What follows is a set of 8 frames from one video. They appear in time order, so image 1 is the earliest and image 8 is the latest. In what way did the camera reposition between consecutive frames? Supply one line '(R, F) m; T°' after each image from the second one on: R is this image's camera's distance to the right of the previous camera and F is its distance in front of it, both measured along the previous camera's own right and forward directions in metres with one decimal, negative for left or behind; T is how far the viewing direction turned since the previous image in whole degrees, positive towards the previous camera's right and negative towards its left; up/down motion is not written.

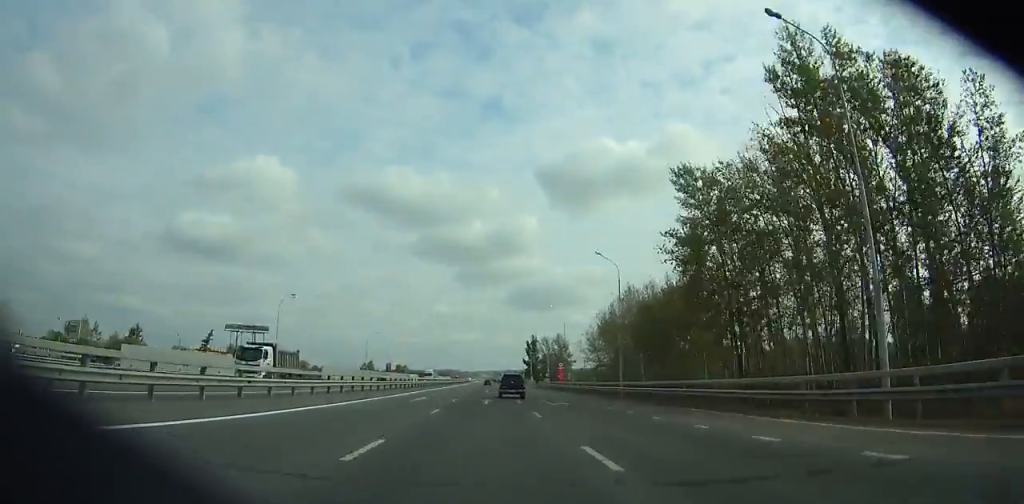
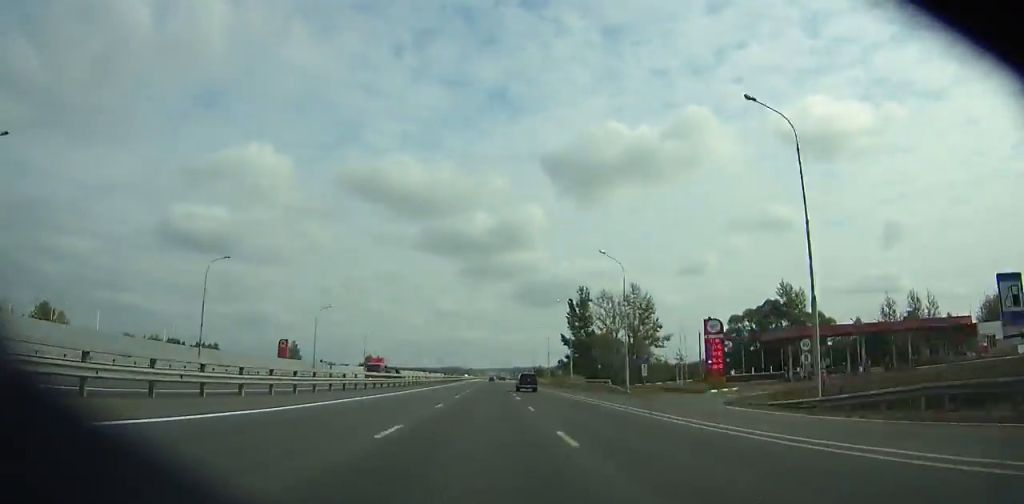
(-0.8, +112.5) m; -1°
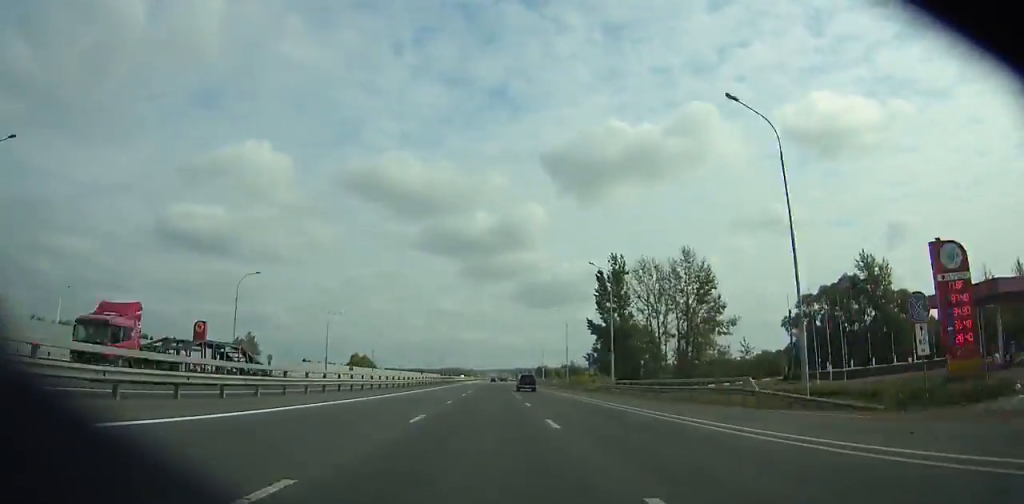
(-0.1, +32.1) m; 0°
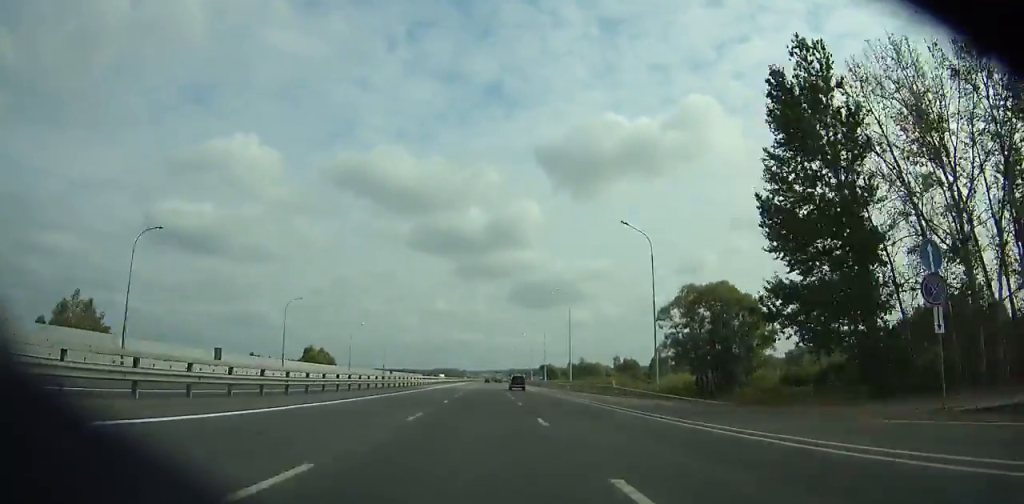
(+0.1, +54.9) m; 0°
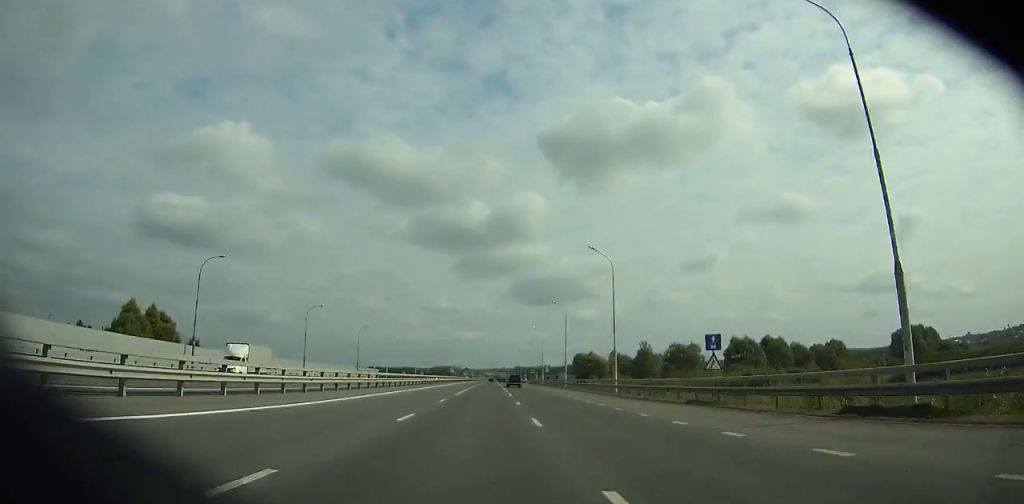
(0.0, +99.7) m; -1°
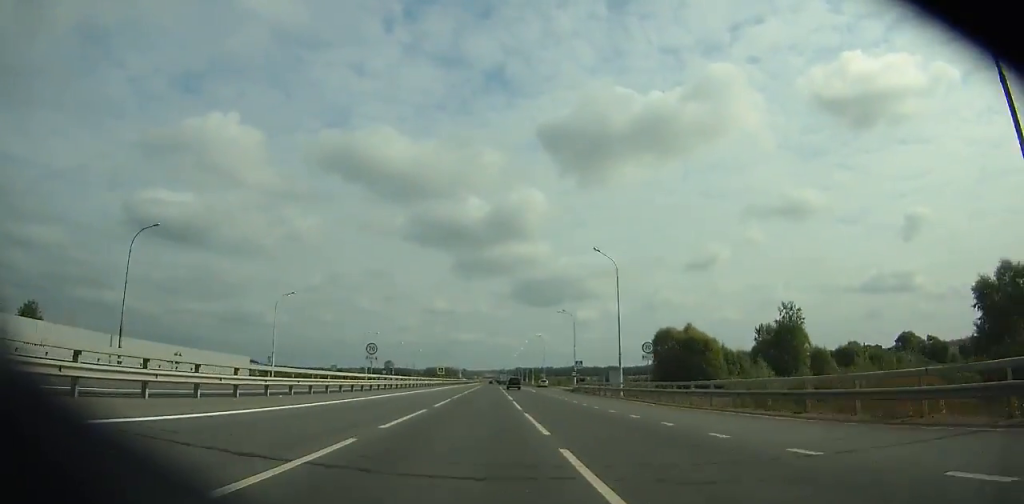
(-0.9, +80.9) m; +2°
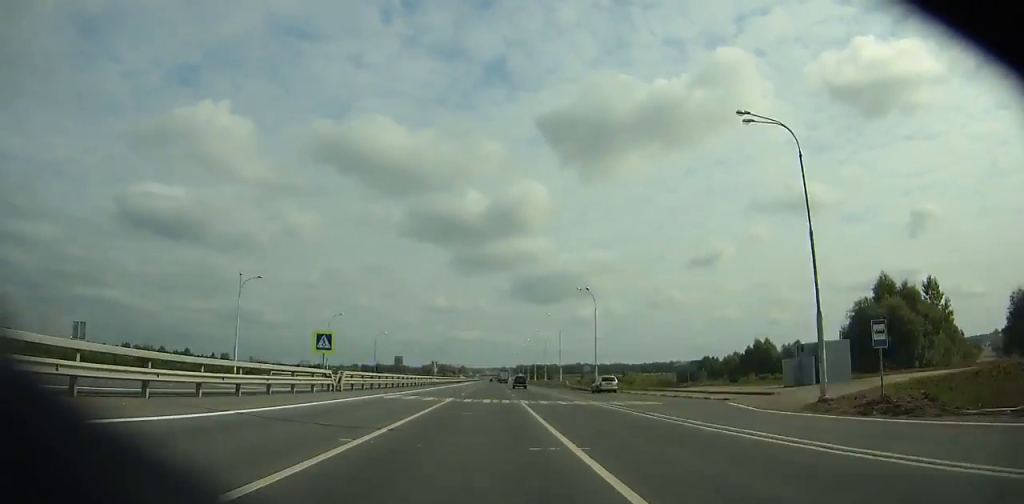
(+2.7, +77.9) m; +1°
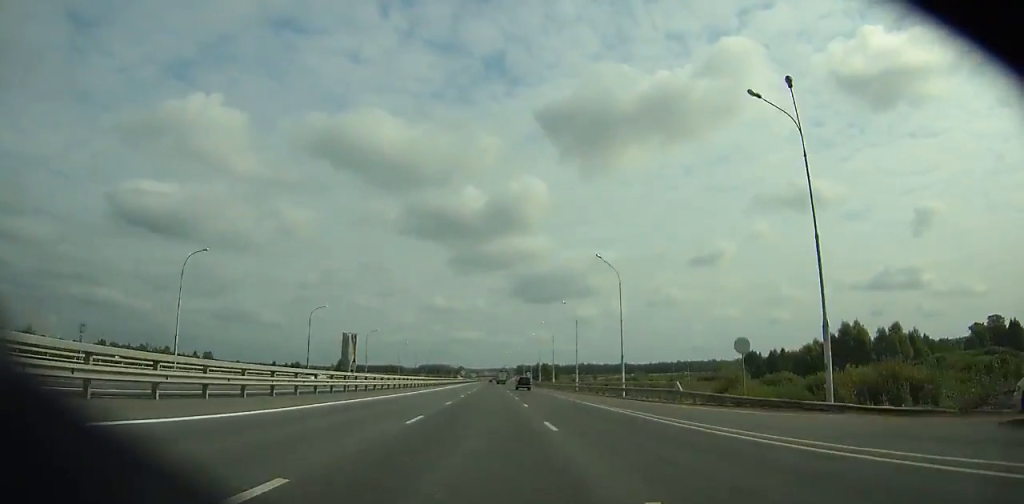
(-0.8, +56.9) m; -1°
